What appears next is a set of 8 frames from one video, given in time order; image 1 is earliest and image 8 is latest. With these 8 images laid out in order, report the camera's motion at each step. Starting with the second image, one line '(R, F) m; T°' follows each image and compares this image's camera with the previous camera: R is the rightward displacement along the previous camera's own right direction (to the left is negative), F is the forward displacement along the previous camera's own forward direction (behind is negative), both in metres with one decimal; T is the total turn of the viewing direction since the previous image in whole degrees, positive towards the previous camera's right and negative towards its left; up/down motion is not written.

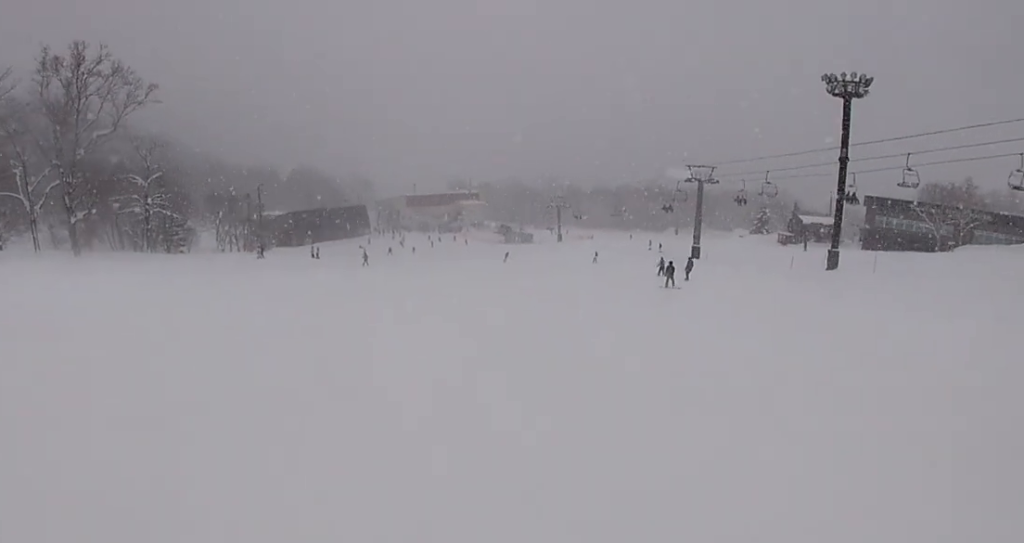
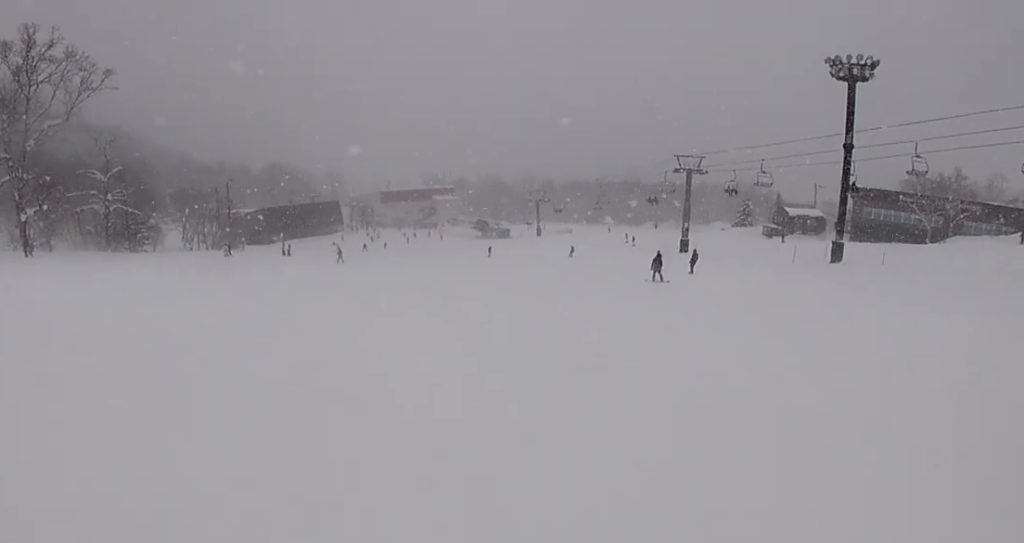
(-0.3, +4.3) m; +3°
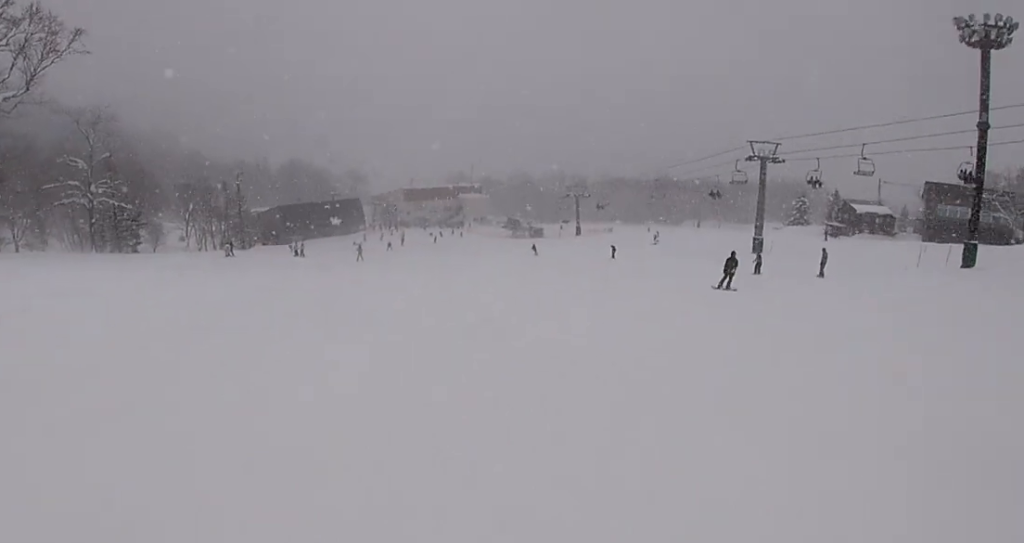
(+1.8, +10.7) m; +7°
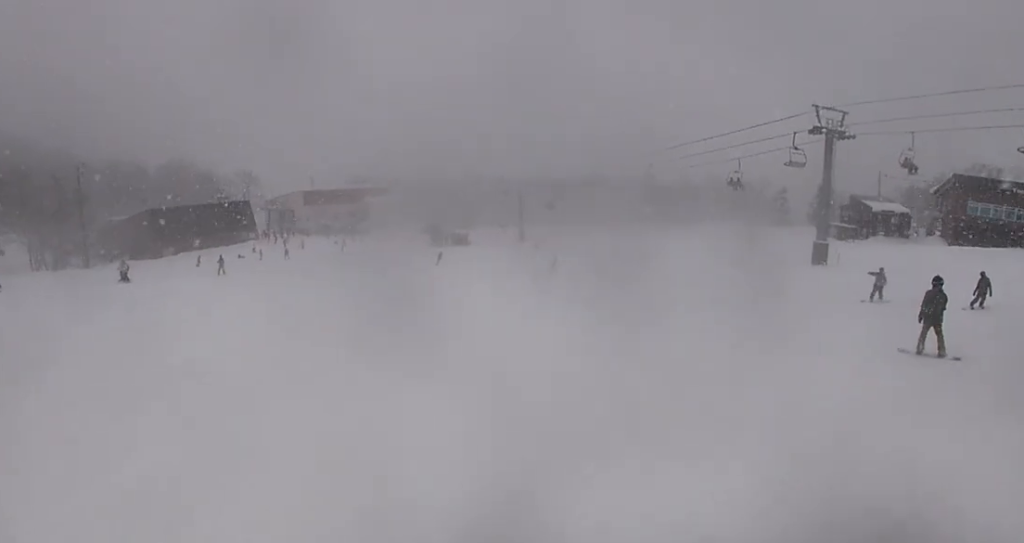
(-1.4, +26.8) m; +1°
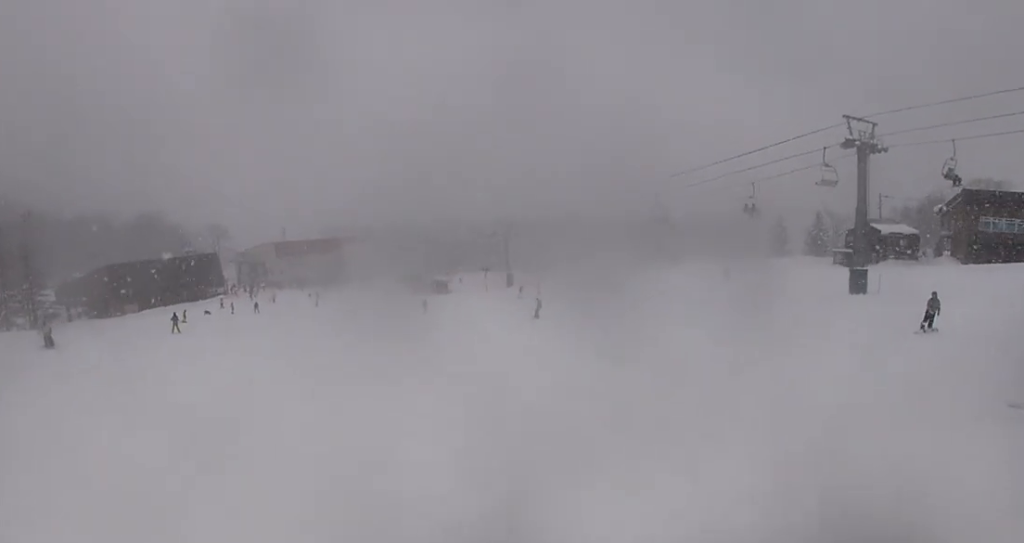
(+0.3, +7.5) m; +3°
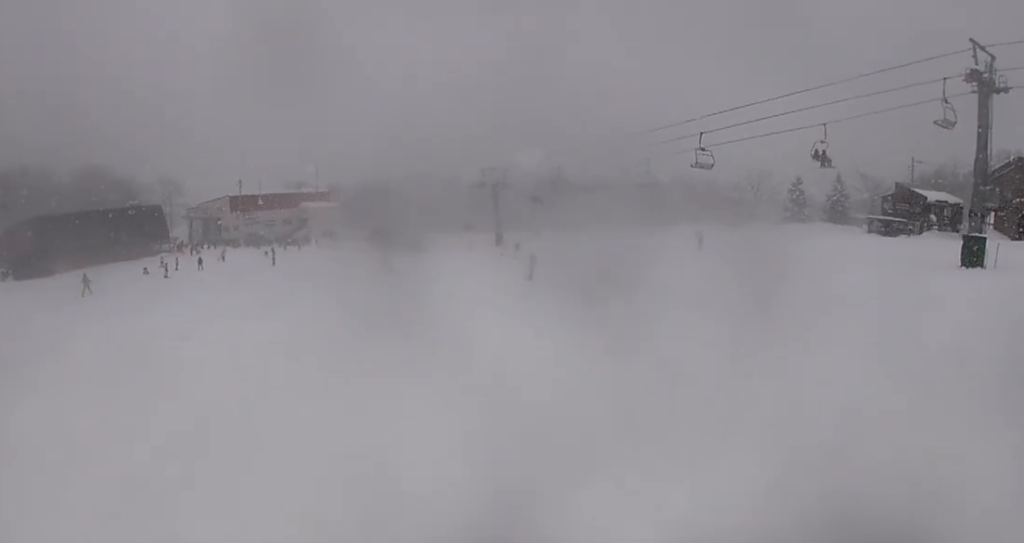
(+0.3, +13.3) m; -2°
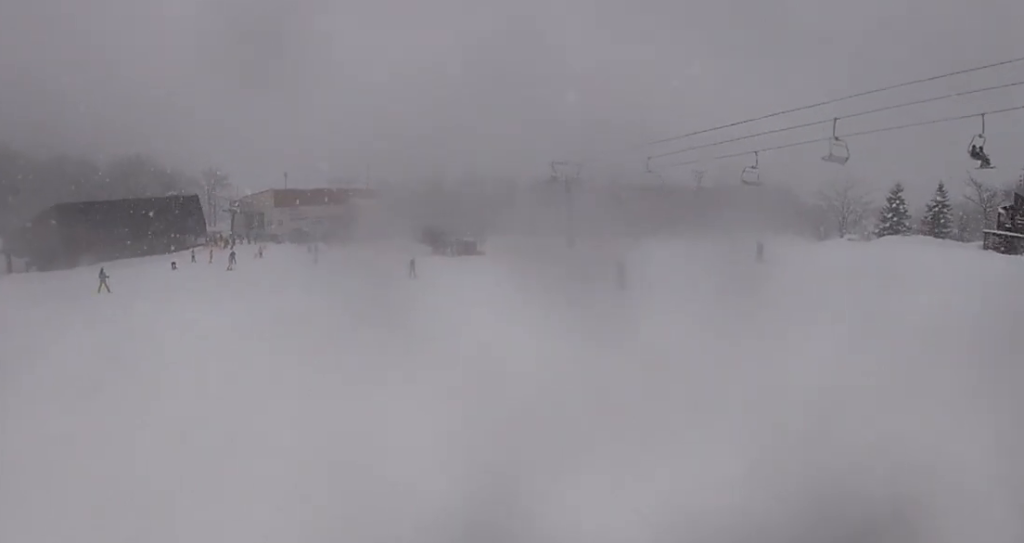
(-0.4, +9.2) m; -4°
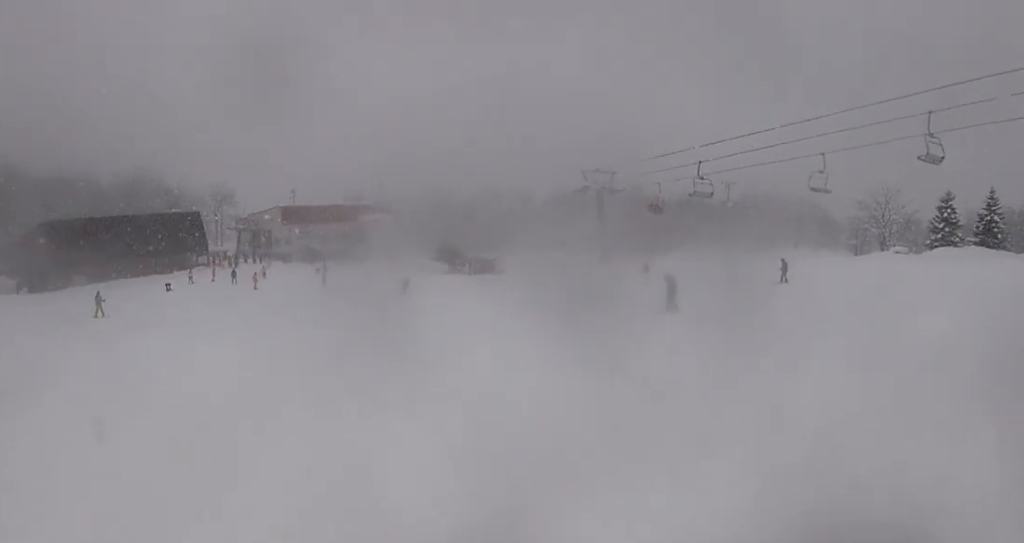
(-0.6, +7.1) m; -1°
